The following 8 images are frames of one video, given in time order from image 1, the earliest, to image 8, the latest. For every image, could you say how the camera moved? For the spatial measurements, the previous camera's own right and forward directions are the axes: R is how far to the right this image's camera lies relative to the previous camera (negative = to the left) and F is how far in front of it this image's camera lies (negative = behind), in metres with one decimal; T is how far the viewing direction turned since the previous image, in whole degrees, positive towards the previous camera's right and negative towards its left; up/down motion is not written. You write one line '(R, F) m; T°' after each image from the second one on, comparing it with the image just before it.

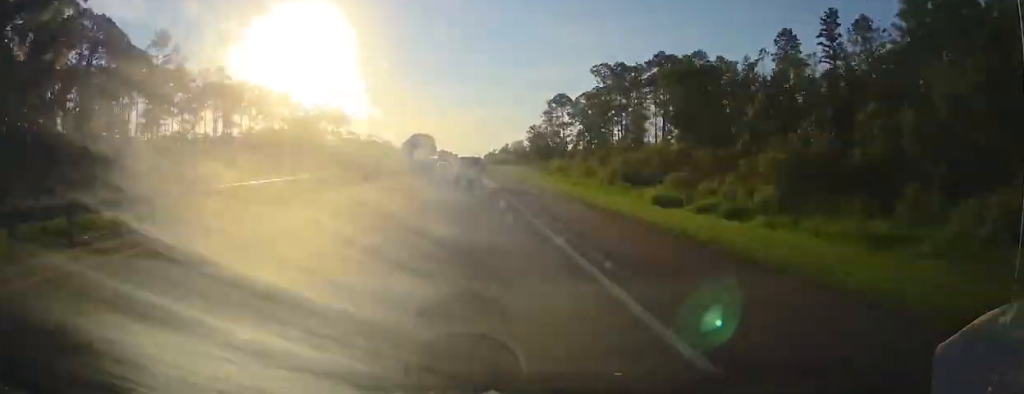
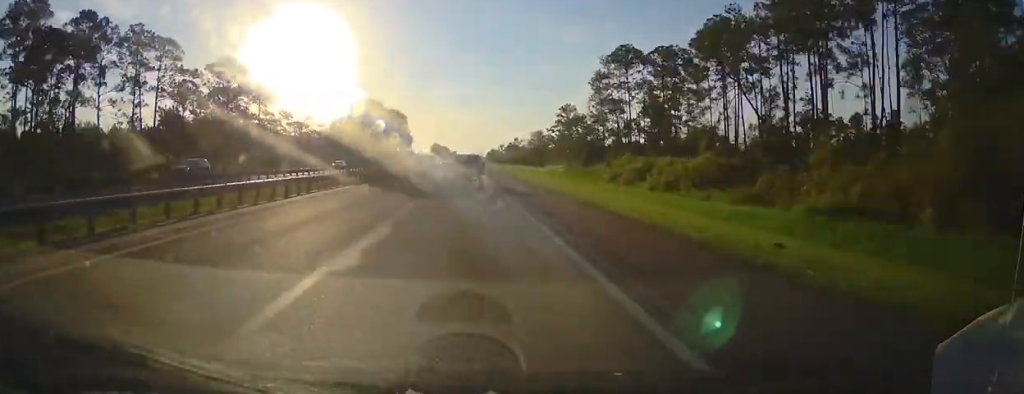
(-0.8, +33.8) m; 0°
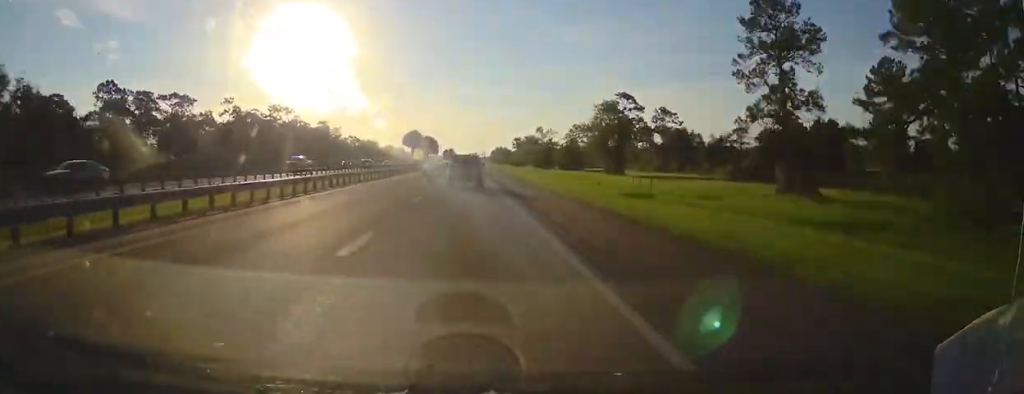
(+0.7, +84.2) m; 0°
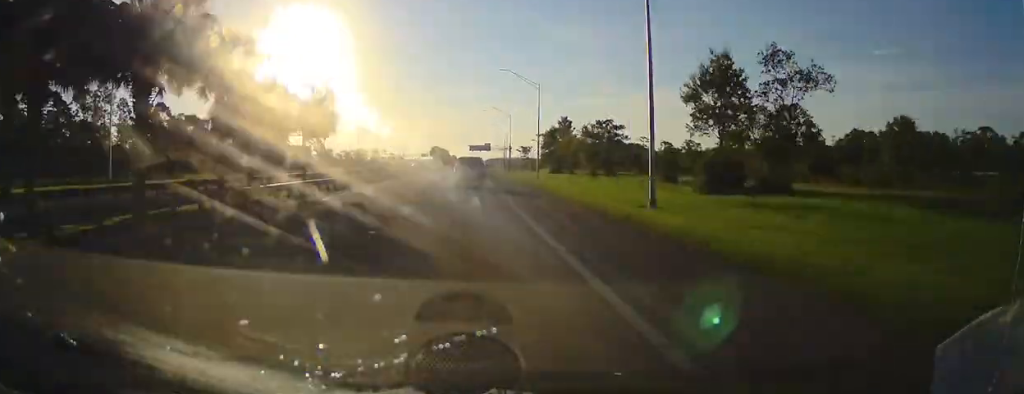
(-2.3, +337.5) m; 0°
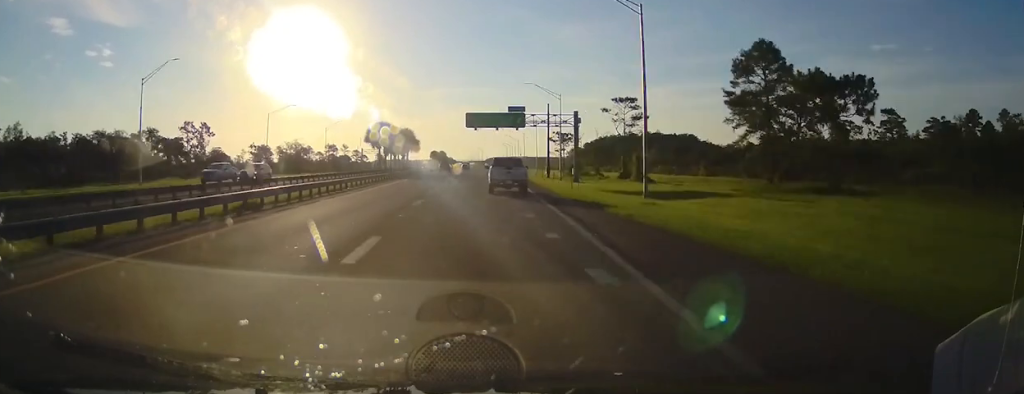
(0.0, +128.2) m; 0°
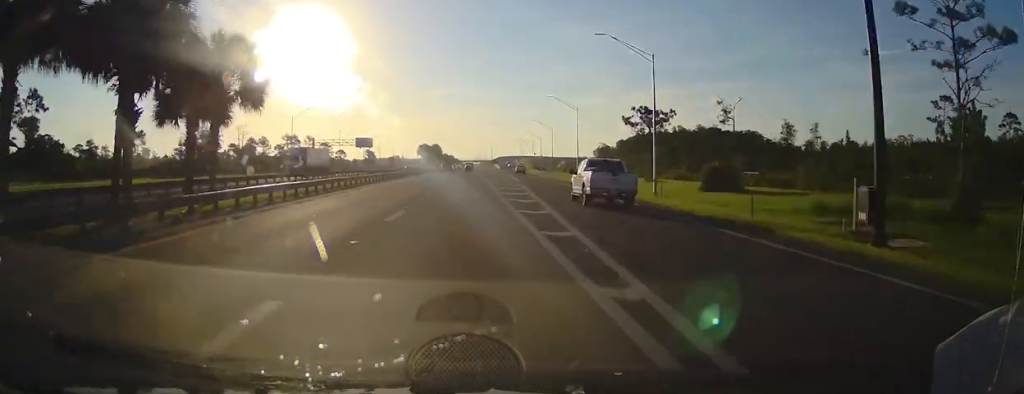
(0.0, +73.7) m; 0°
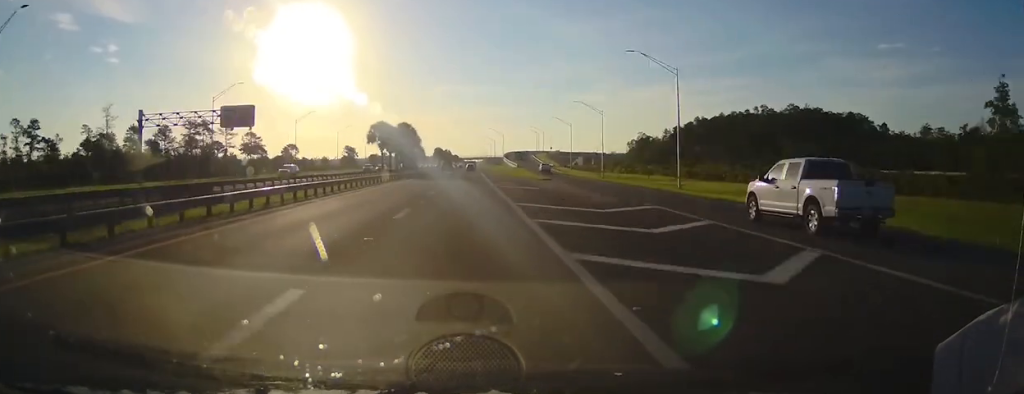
(0.0, +71.2) m; 0°
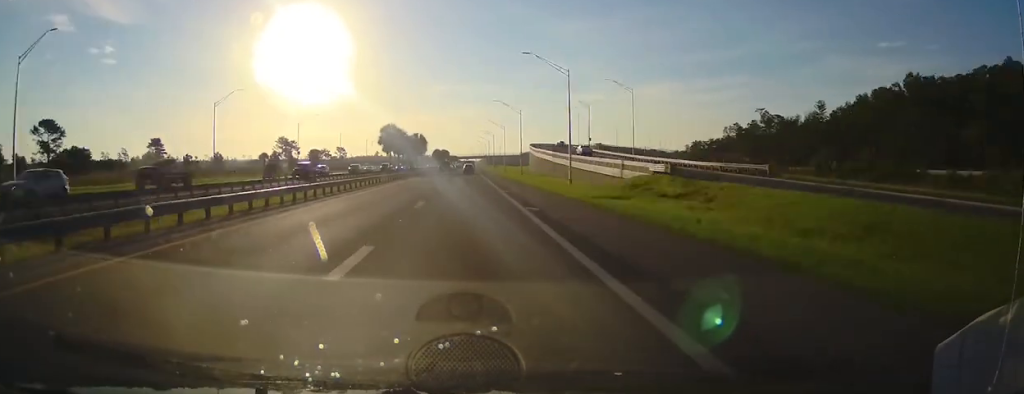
(0.0, +126.1) m; 0°
